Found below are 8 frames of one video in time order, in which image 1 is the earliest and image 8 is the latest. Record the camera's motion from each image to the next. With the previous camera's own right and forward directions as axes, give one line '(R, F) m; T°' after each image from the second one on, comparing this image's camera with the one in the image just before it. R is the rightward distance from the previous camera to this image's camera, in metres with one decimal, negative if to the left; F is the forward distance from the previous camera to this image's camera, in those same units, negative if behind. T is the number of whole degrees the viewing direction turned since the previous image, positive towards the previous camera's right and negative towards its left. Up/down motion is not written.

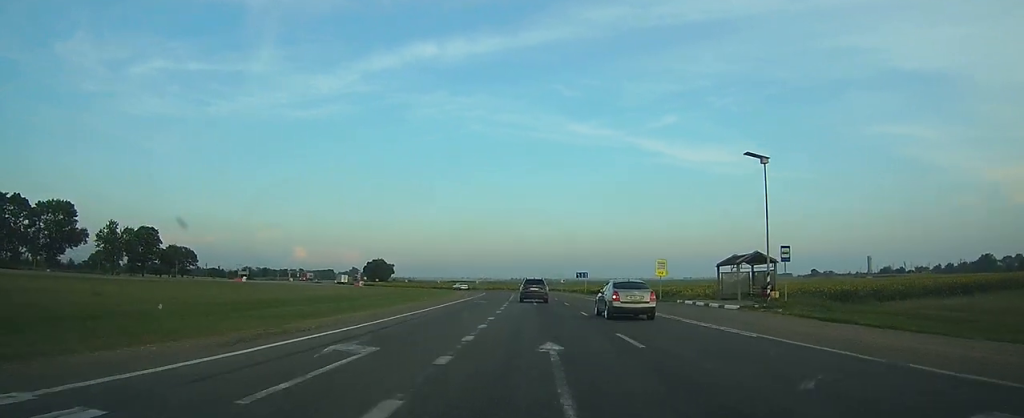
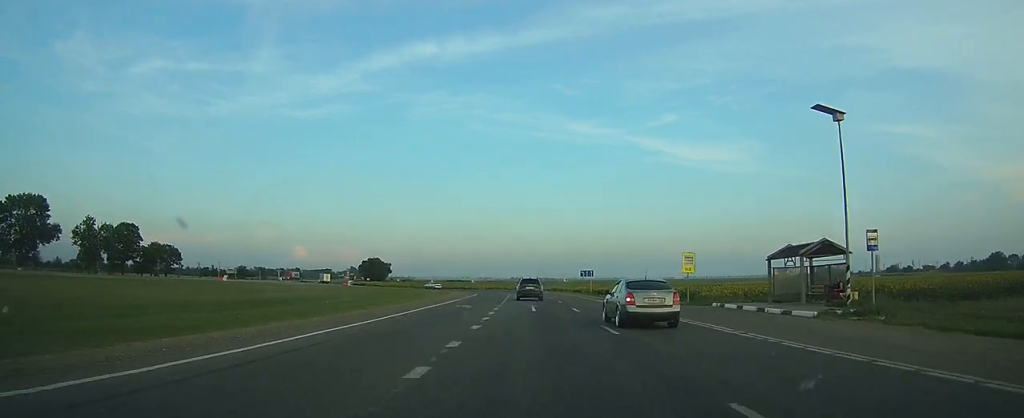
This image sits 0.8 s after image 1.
(0.0, +10.3) m; 0°
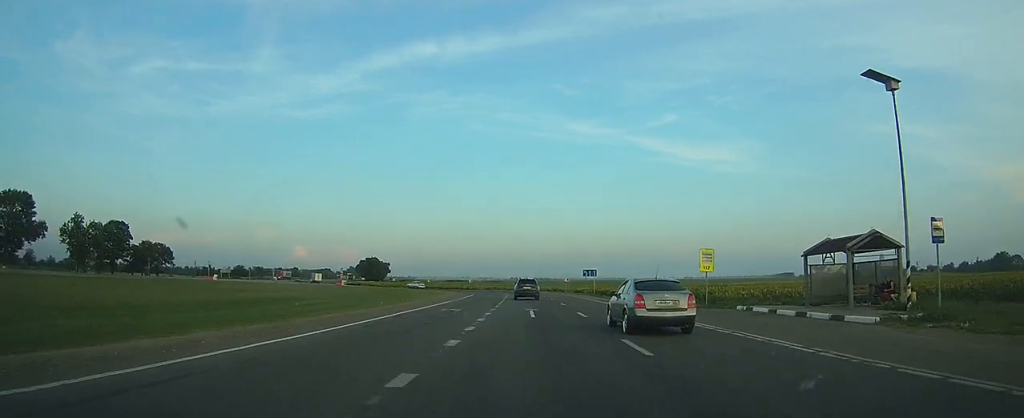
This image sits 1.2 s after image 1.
(0.0, +4.9) m; 0°
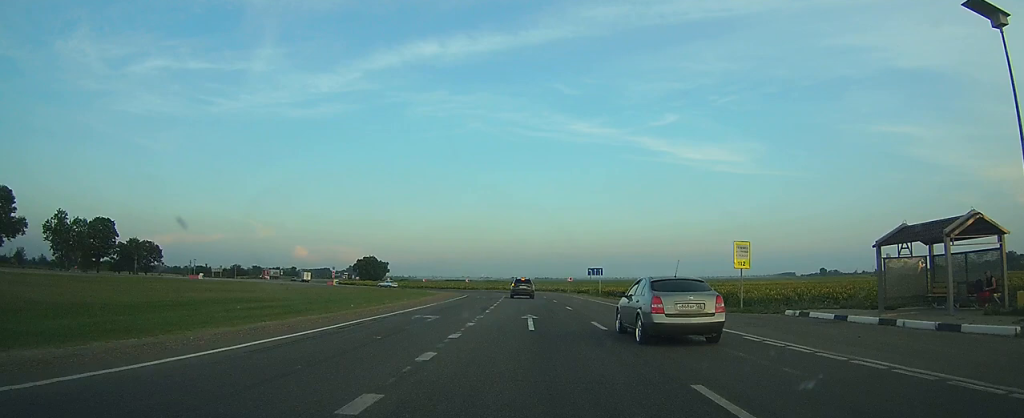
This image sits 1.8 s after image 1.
(0.0, +7.2) m; 0°
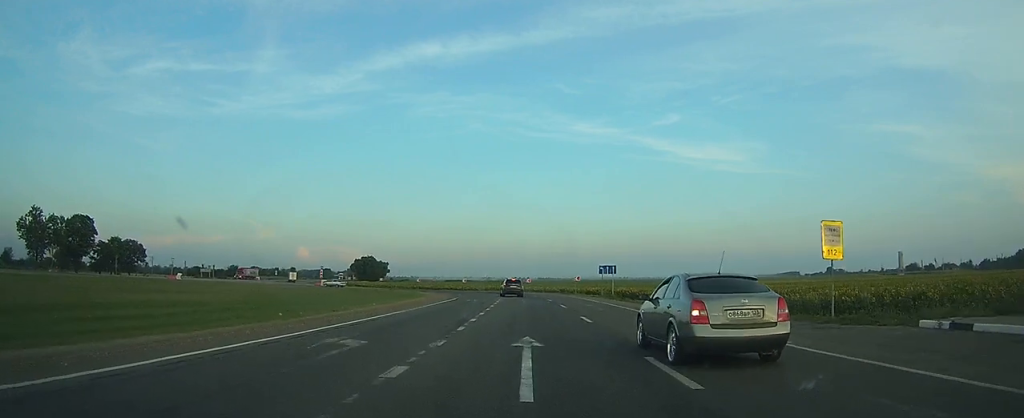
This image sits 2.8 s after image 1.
(0.0, +11.1) m; 0°
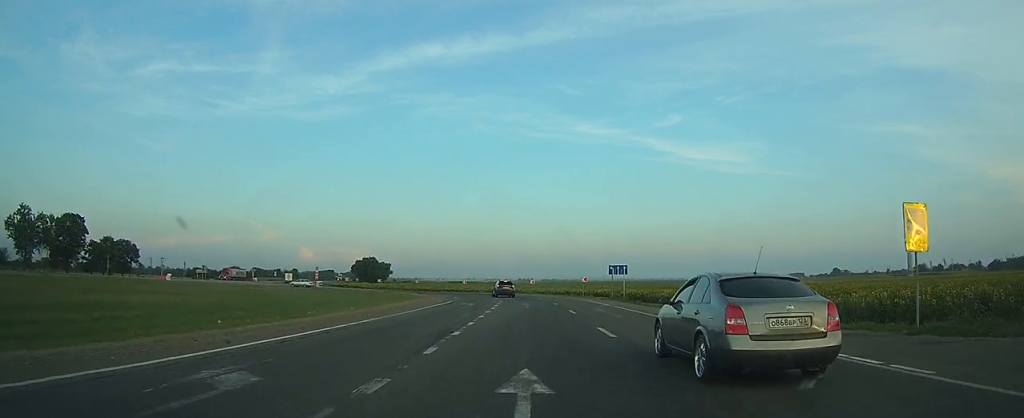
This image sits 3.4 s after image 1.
(0.0, +5.8) m; 0°
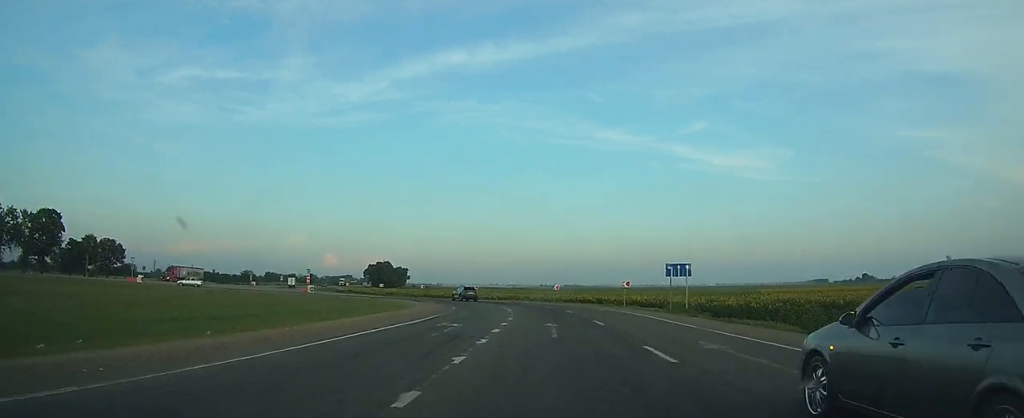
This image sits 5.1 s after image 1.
(-0.3, +16.2) m; -2°
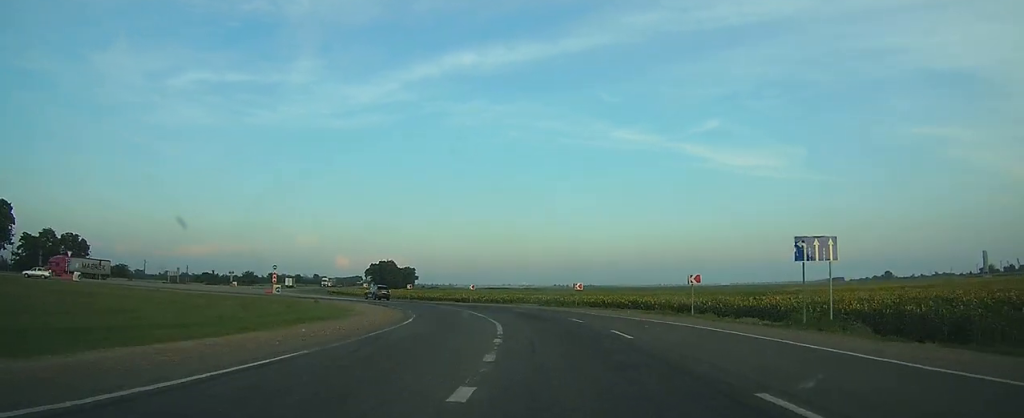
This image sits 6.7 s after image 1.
(-0.3, +15.7) m; -2°
